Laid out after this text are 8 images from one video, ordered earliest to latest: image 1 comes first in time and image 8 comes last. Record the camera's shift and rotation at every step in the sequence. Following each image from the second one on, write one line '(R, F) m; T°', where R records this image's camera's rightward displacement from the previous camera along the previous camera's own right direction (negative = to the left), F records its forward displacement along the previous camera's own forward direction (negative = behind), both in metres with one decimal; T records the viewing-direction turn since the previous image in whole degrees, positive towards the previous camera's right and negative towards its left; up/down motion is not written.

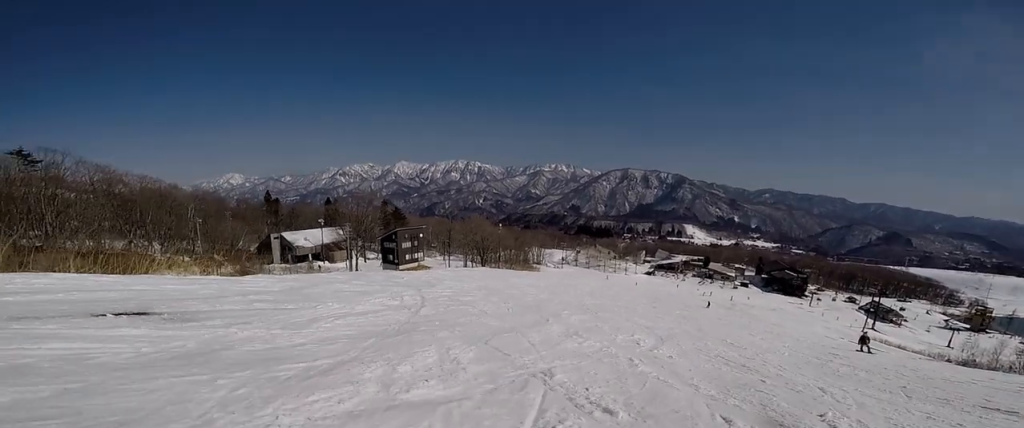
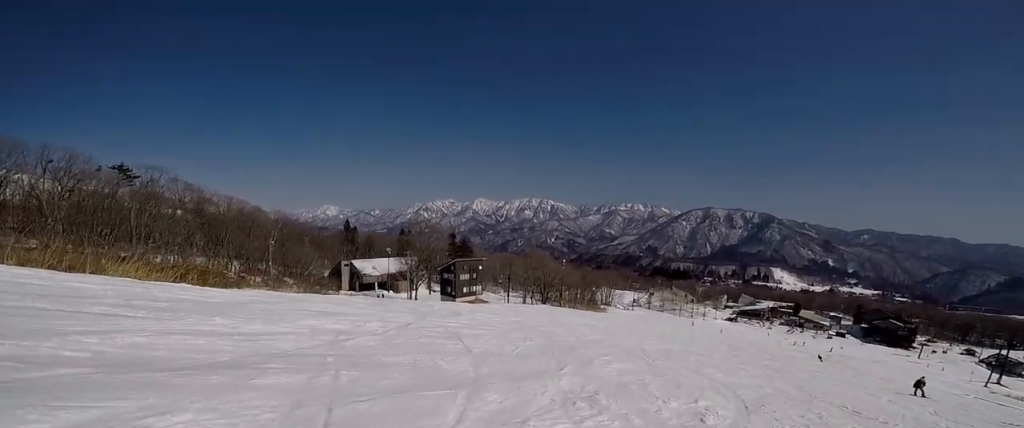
(-0.9, +4.6) m; -14°
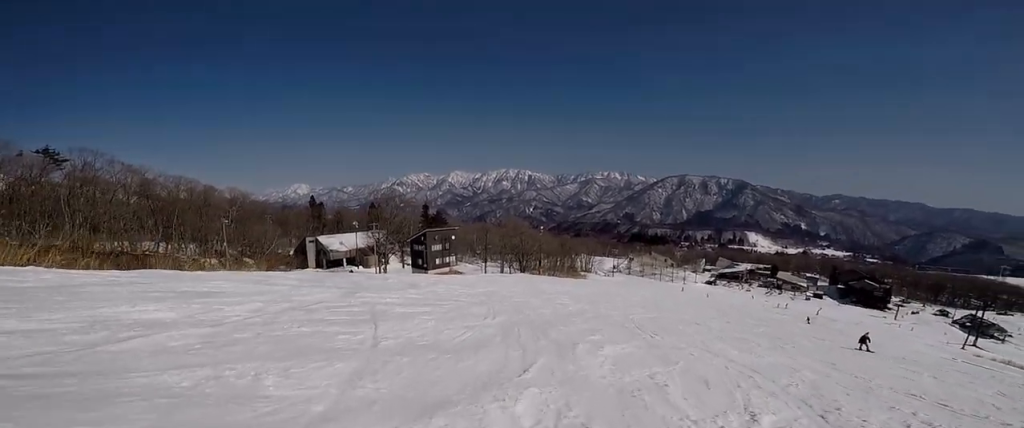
(-0.3, +3.6) m; -5°
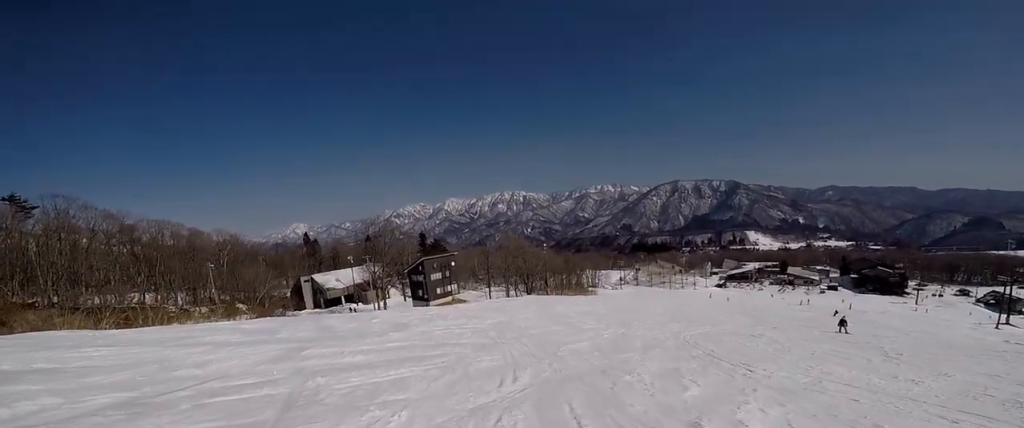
(-0.1, +5.0) m; +5°
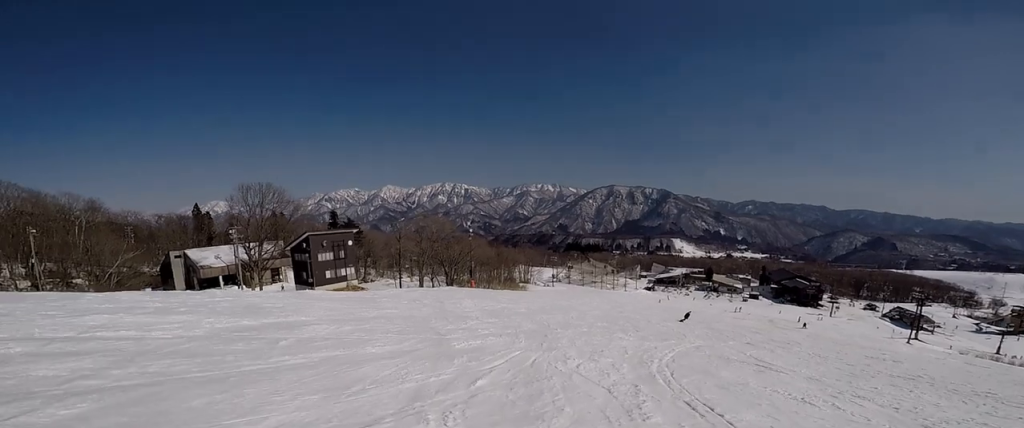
(+1.8, +10.7) m; +2°
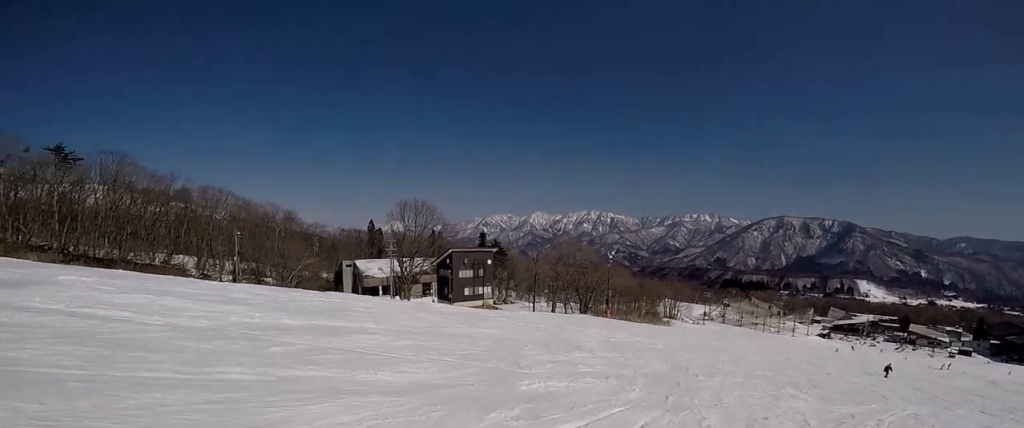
(-0.4, +3.1) m; -8°
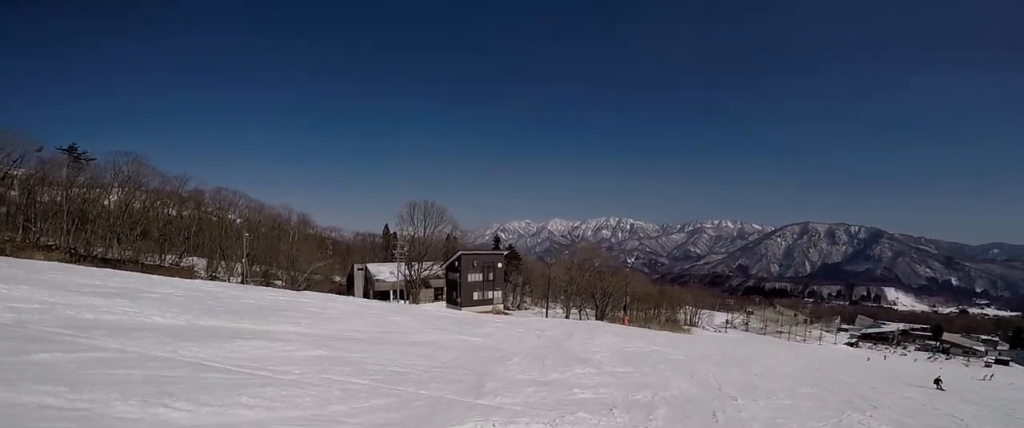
(0.0, +2.7) m; -1°
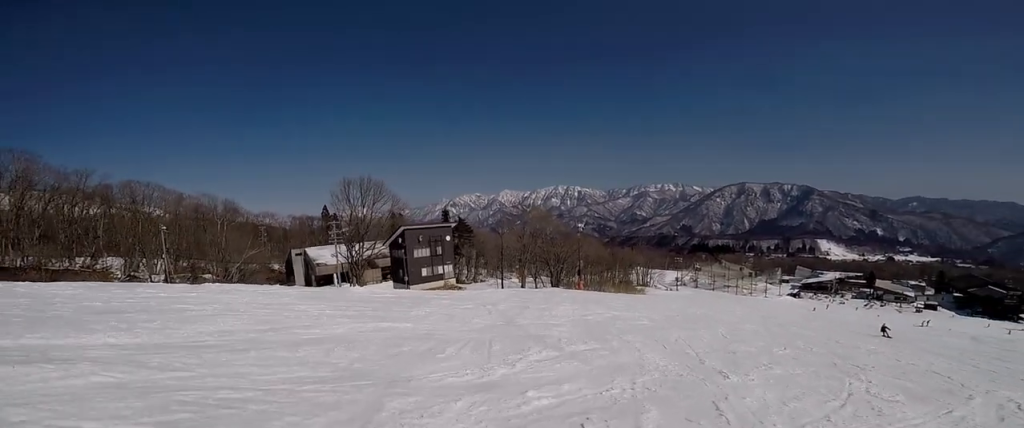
(0.0, +2.2) m; 0°
